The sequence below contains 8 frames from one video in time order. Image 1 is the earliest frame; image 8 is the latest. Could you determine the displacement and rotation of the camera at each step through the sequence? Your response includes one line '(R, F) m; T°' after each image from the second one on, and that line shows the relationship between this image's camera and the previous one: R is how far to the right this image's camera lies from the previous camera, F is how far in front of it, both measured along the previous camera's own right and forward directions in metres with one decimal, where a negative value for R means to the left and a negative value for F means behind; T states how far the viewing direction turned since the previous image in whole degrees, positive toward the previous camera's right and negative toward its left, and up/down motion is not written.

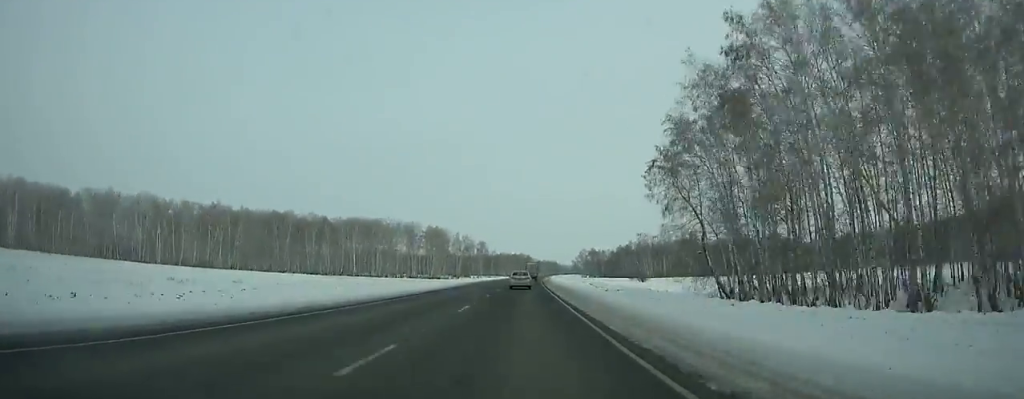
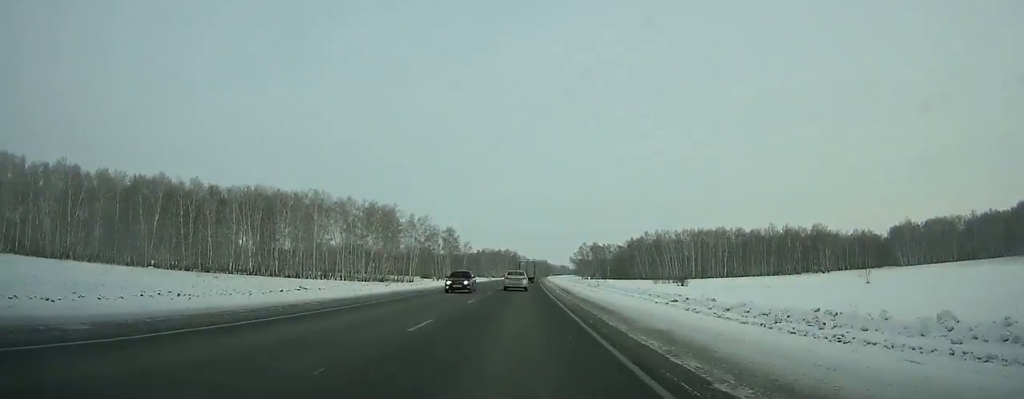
(+0.6, +78.5) m; +1°
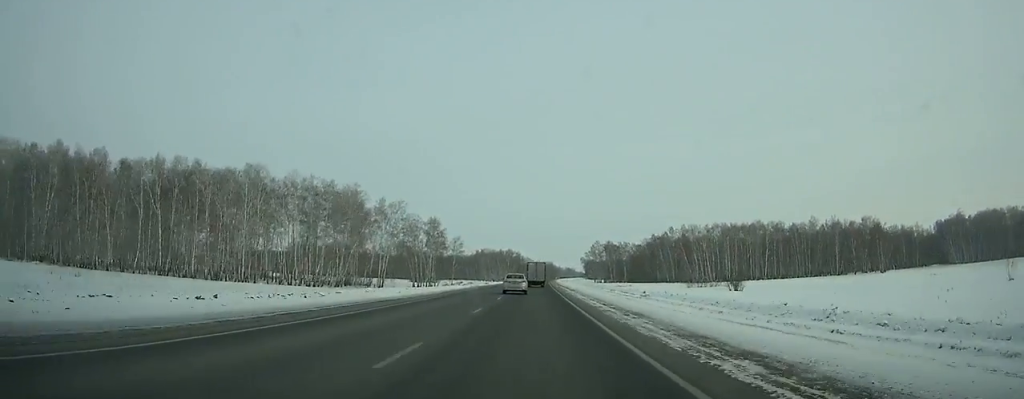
(+0.1, +41.9) m; 0°
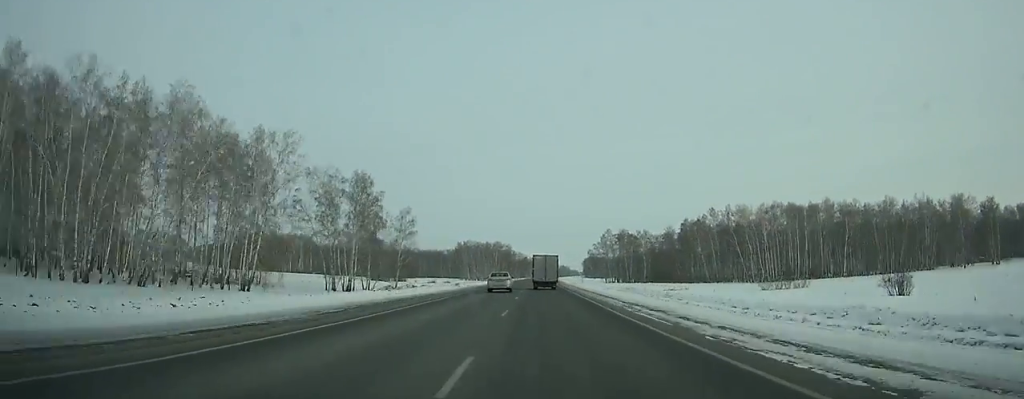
(-0.1, +64.2) m; +1°
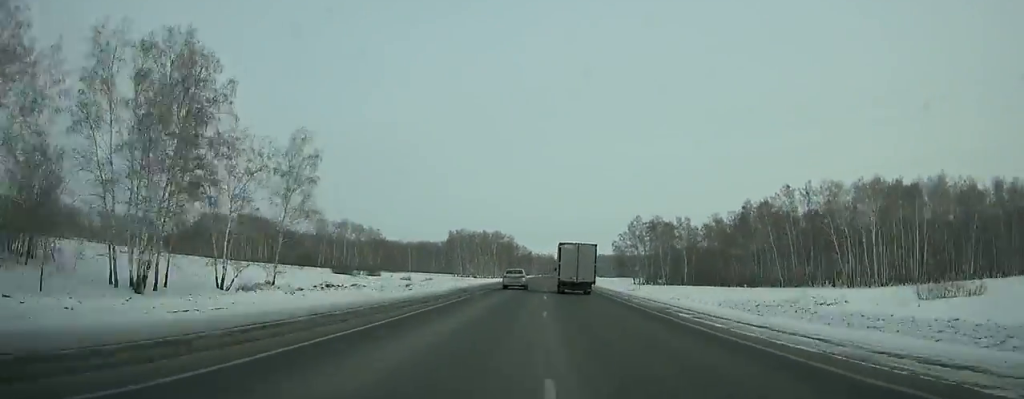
(+0.5, +50.8) m; +1°
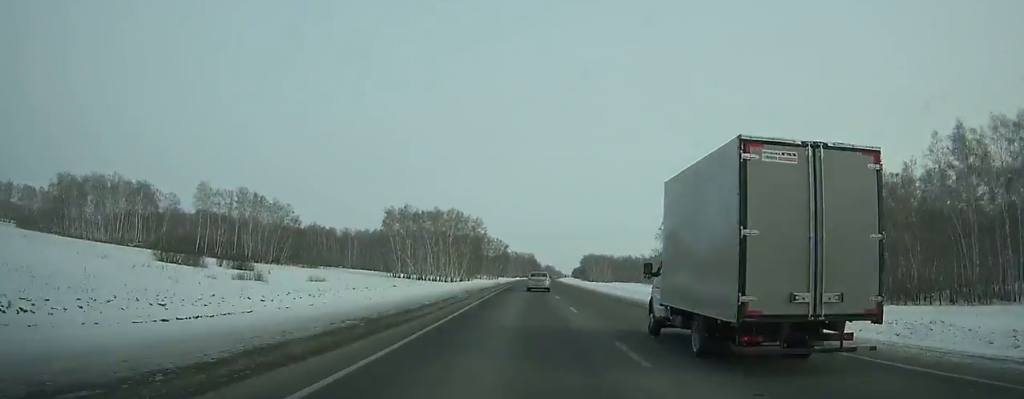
(+1.6, +79.1) m; +2°
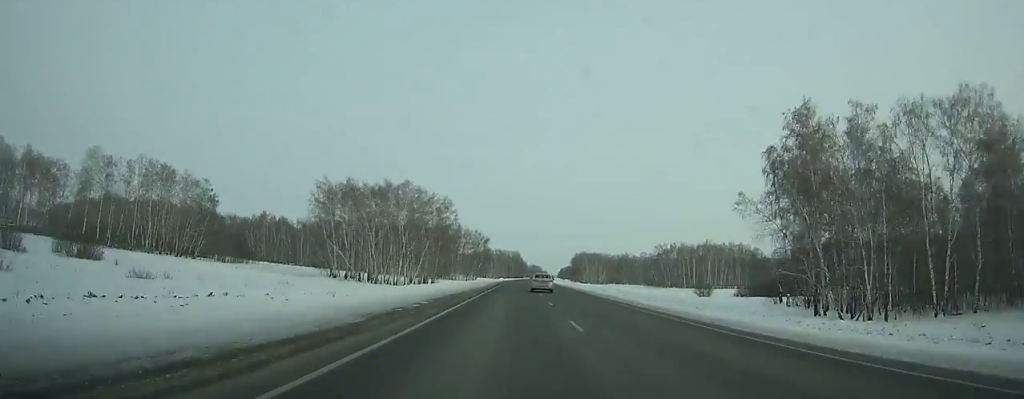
(+0.4, +42.6) m; +1°
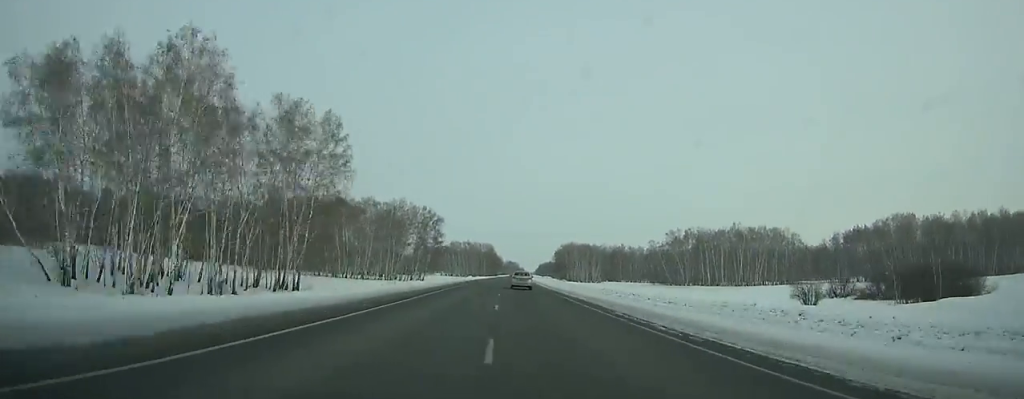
(+0.6, +66.1) m; 0°
